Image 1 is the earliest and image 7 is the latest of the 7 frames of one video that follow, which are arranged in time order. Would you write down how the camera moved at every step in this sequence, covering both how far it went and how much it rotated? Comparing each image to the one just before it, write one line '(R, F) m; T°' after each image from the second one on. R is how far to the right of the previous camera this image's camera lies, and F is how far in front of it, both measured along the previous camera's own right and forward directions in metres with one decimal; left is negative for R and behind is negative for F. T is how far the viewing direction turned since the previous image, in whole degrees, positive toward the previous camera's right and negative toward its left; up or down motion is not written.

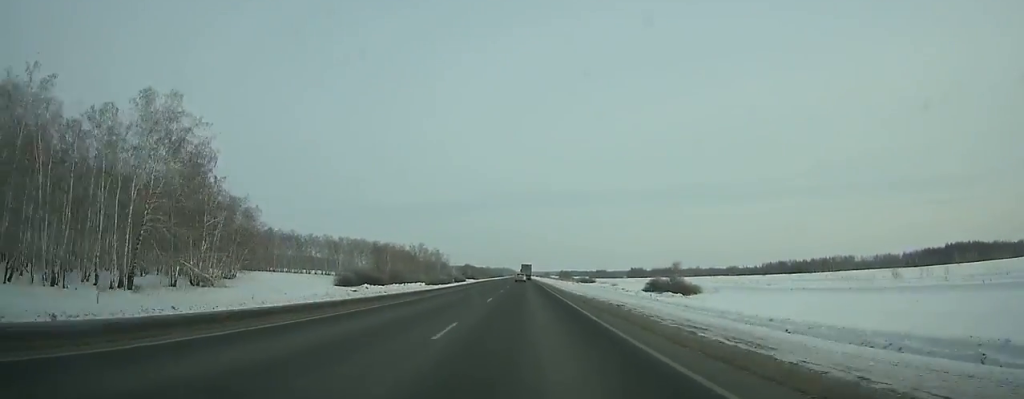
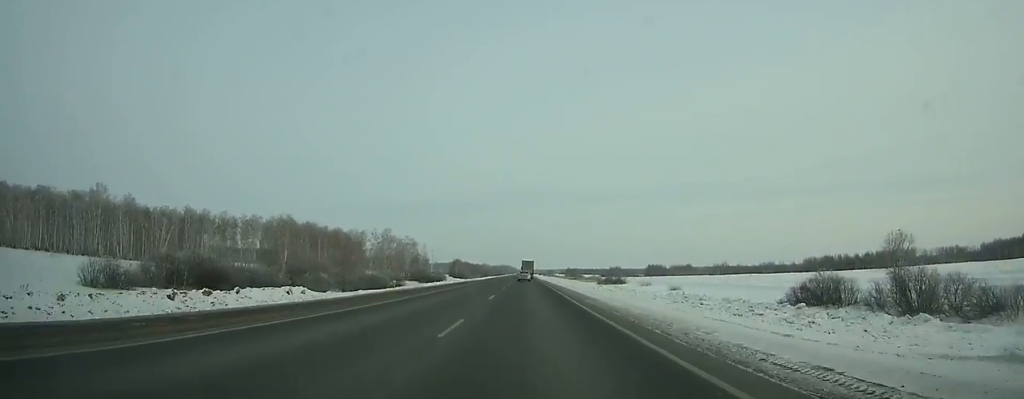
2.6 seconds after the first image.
(+0.2, +78.4) m; 0°
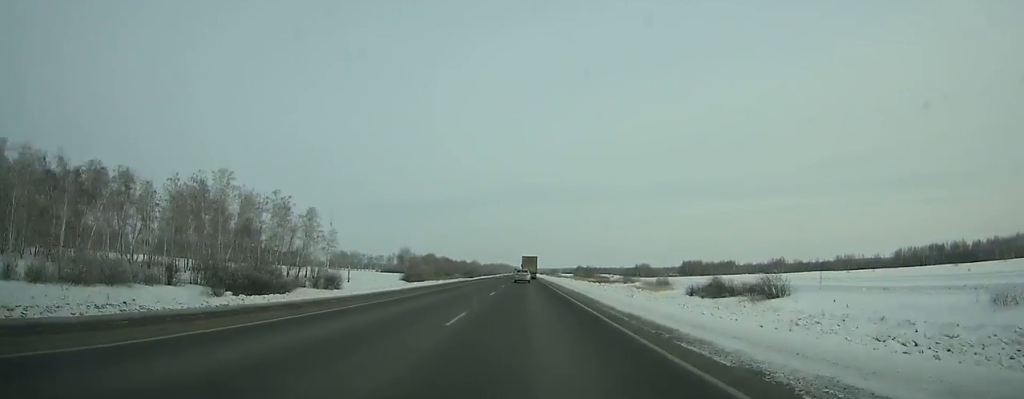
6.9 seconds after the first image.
(+0.2, +124.4) m; 0°
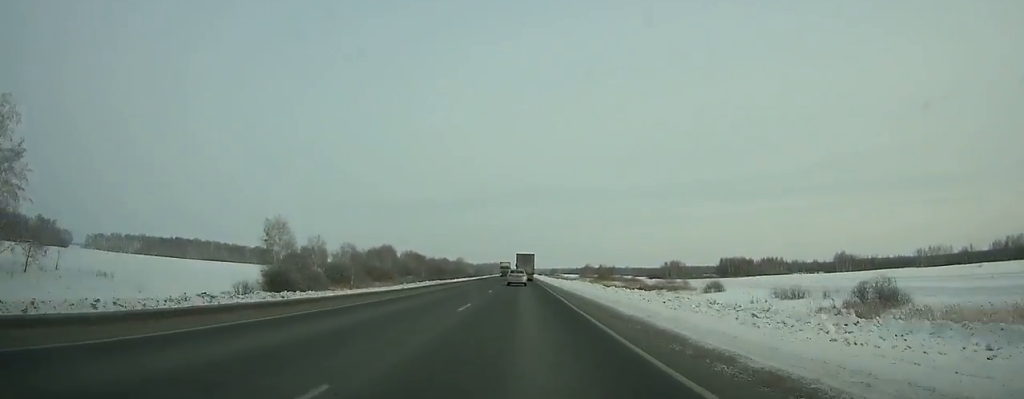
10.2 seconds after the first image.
(-0.1, +90.6) m; 0°
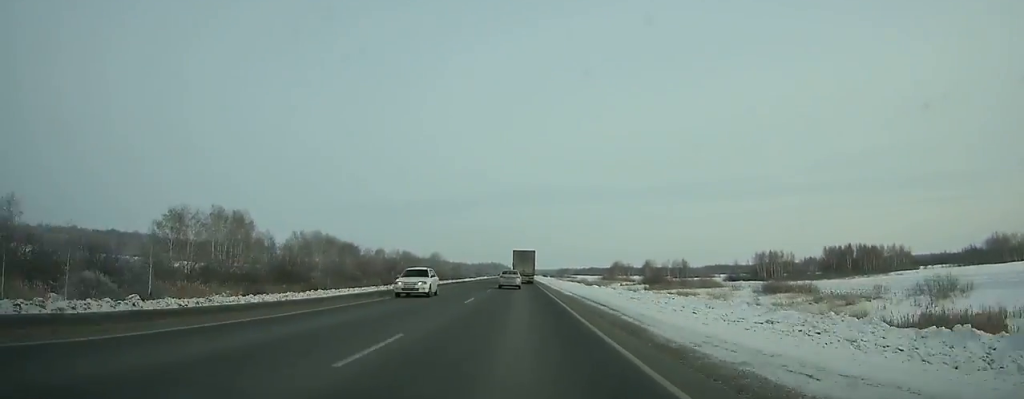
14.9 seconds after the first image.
(-0.2, +123.8) m; 0°
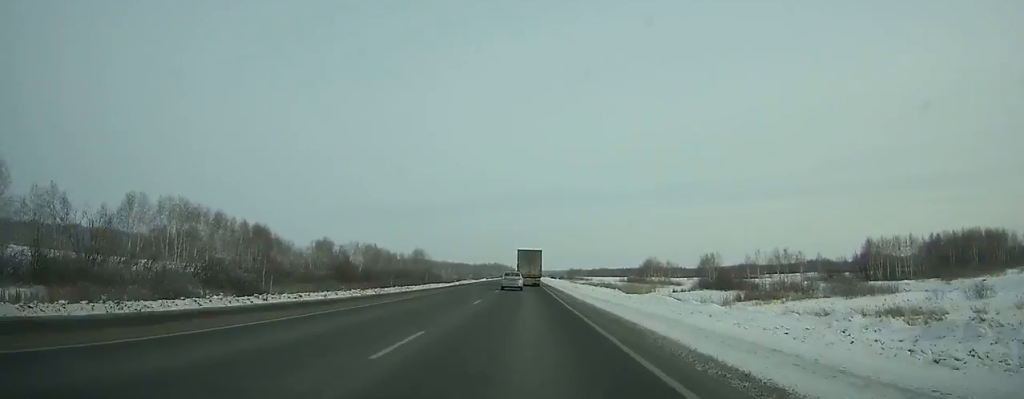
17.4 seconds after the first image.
(-0.2, +65.6) m; -1°
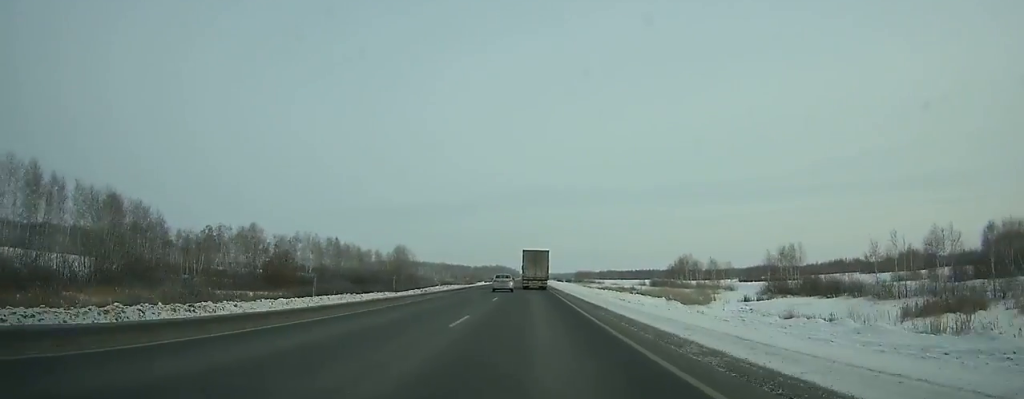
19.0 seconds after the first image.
(-0.2, +42.9) m; 0°
